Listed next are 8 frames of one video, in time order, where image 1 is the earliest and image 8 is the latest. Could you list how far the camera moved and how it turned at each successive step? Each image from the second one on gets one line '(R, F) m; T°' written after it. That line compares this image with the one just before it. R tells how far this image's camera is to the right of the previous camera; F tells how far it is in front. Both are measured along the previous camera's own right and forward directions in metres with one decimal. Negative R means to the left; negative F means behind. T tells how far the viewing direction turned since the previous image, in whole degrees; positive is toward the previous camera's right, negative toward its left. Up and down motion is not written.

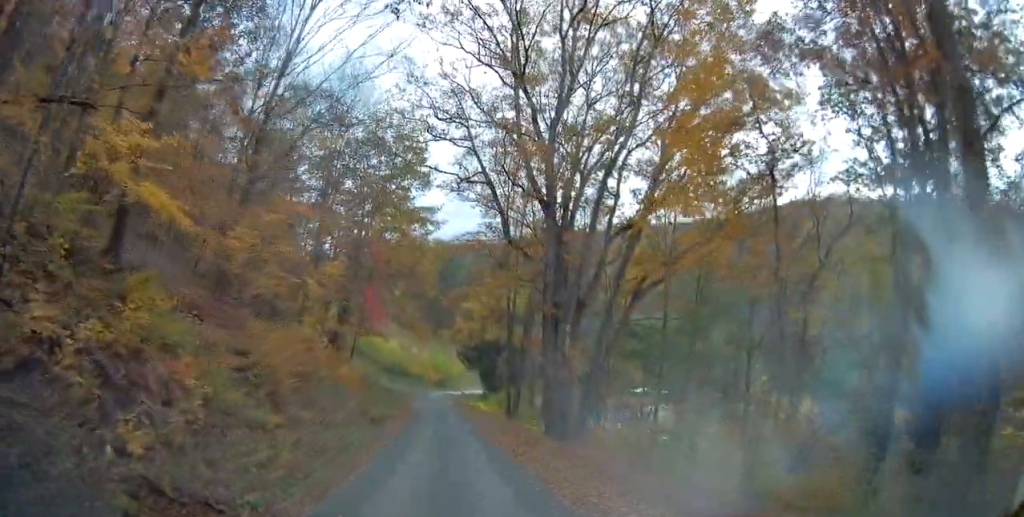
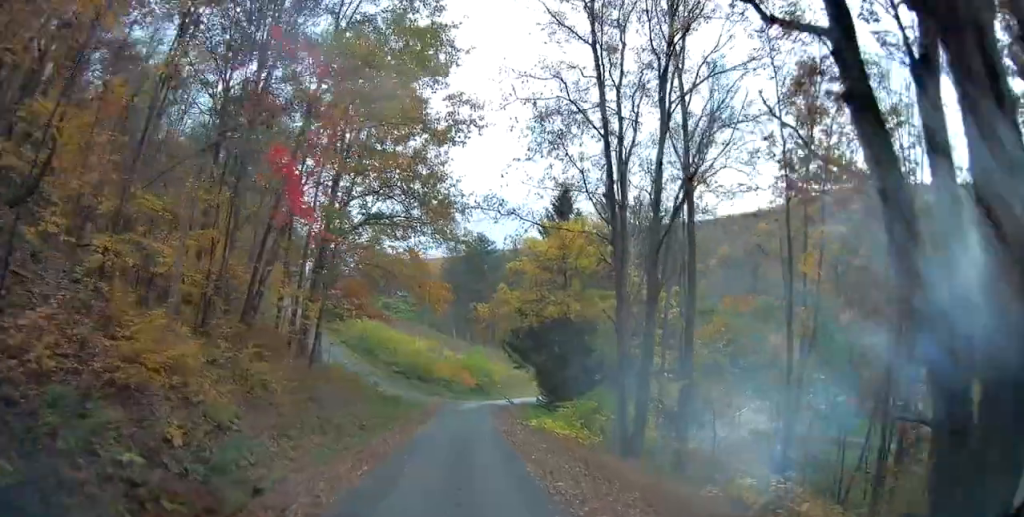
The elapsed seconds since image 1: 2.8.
(+0.8, +22.2) m; +1°
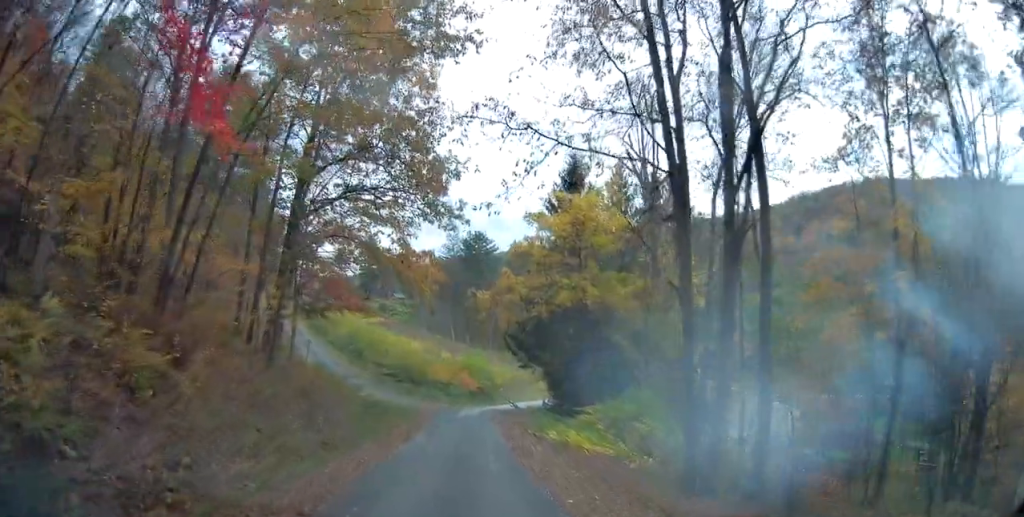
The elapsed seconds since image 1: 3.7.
(-0.2, +5.7) m; -2°
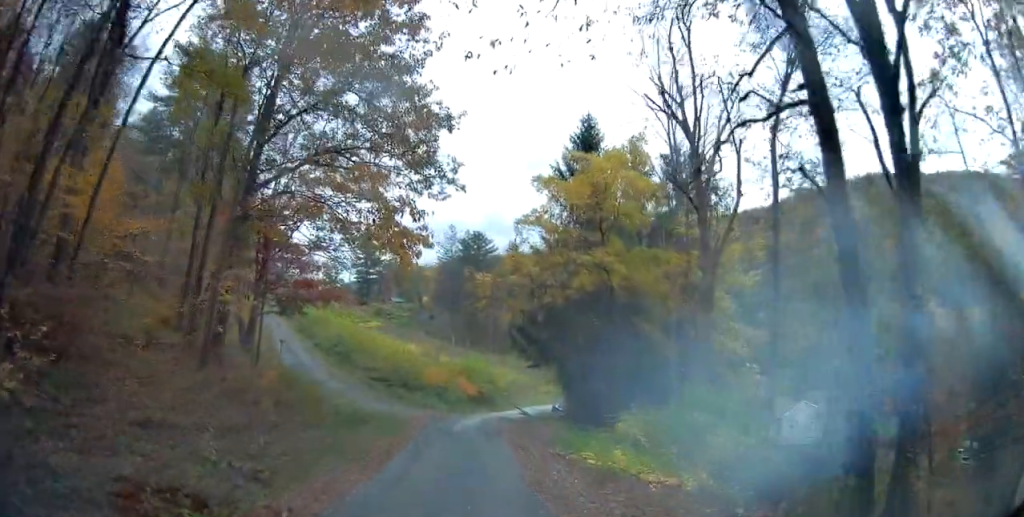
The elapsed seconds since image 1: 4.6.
(-0.1, +5.7) m; 0°
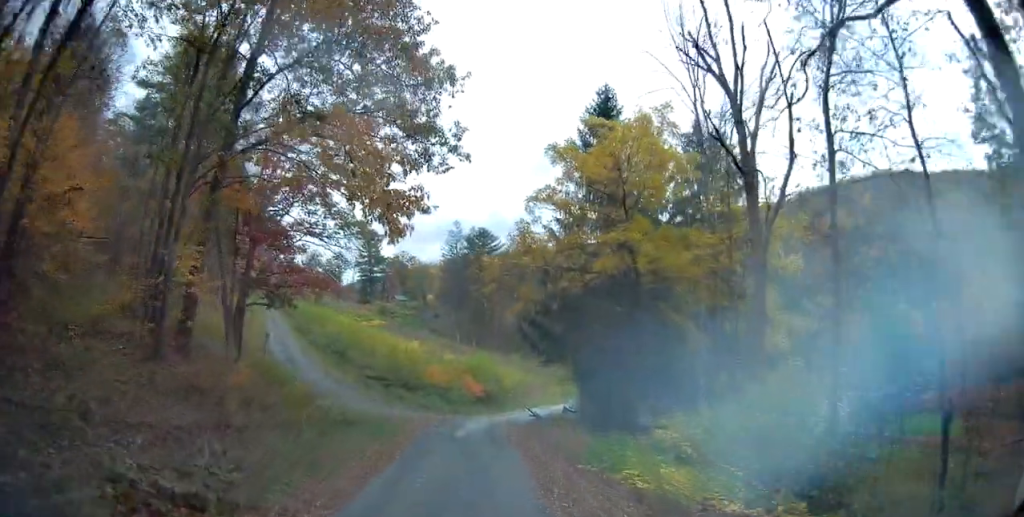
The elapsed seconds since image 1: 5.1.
(+0.2, +3.3) m; 0°
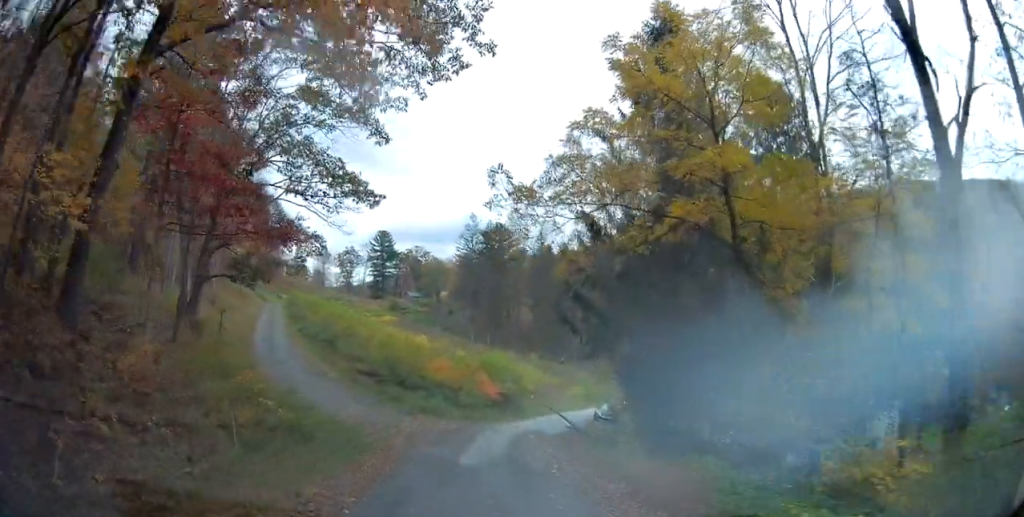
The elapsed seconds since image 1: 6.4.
(-0.4, +7.6) m; -3°
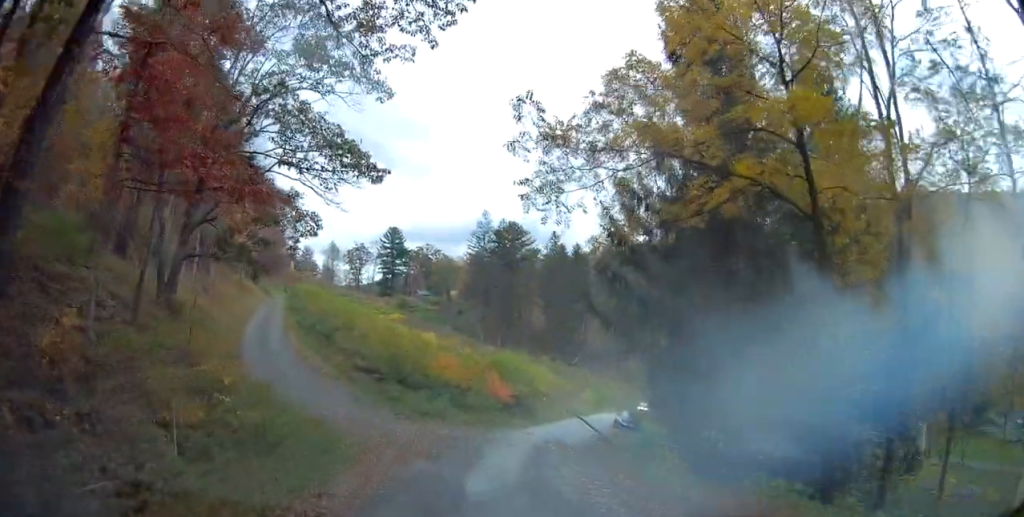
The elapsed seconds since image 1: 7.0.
(+0.1, +3.4) m; +1°
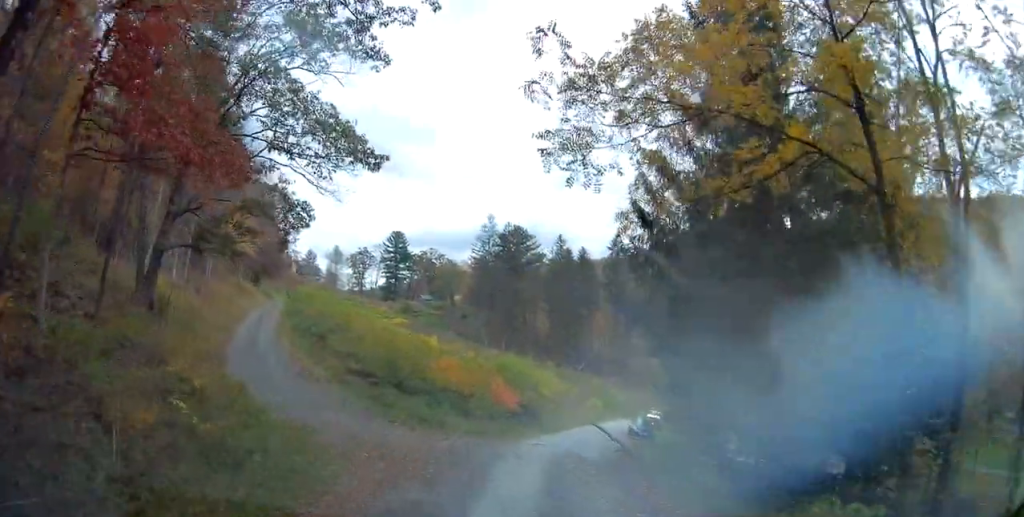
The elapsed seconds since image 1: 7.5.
(0.0, +2.3) m; 0°
